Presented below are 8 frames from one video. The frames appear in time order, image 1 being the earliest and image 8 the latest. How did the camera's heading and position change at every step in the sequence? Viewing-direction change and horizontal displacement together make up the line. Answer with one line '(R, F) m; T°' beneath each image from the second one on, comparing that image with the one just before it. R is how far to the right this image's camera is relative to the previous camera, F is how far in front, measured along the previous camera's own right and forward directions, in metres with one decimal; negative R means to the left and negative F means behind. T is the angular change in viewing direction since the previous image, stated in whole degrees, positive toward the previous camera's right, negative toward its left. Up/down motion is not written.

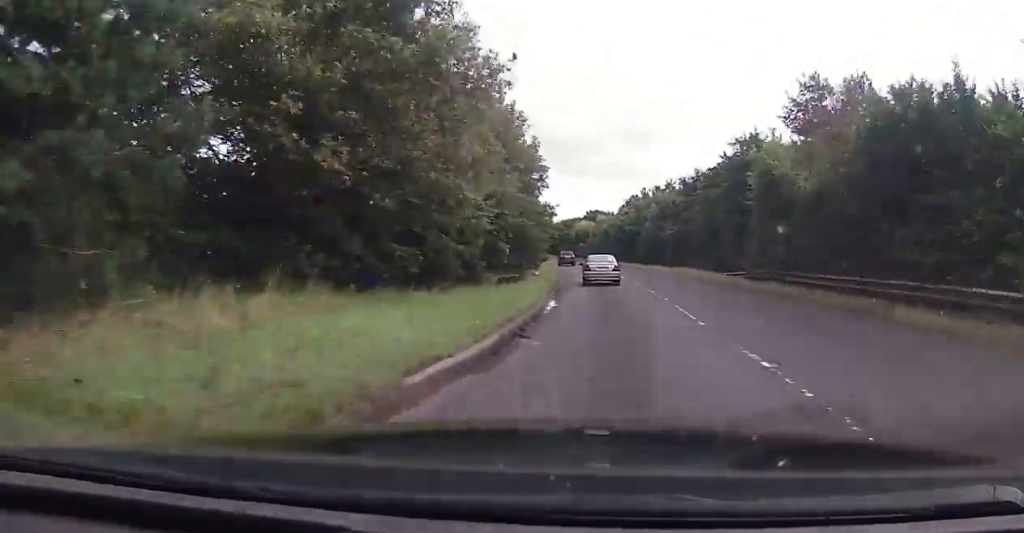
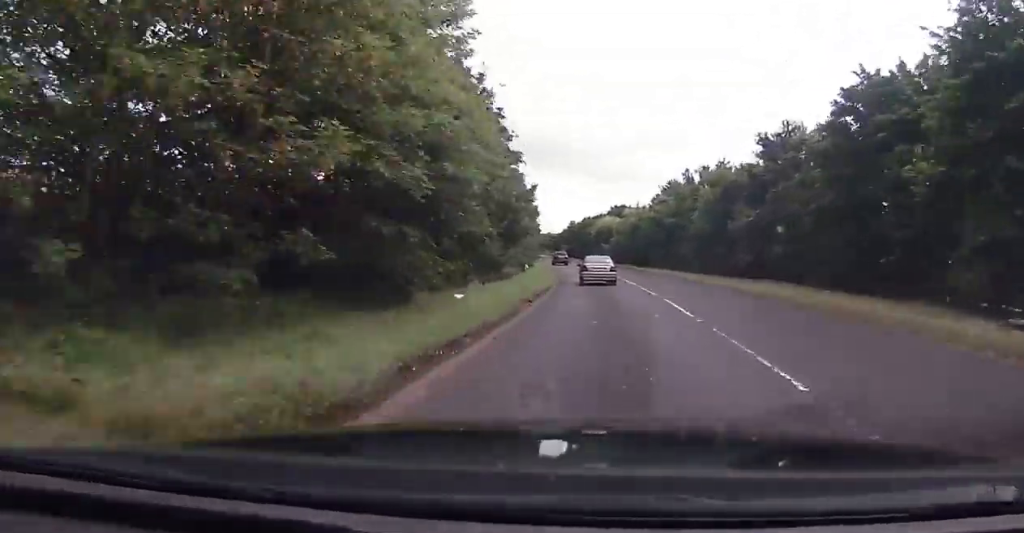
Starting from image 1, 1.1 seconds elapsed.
(-0.3, +24.4) m; -1°
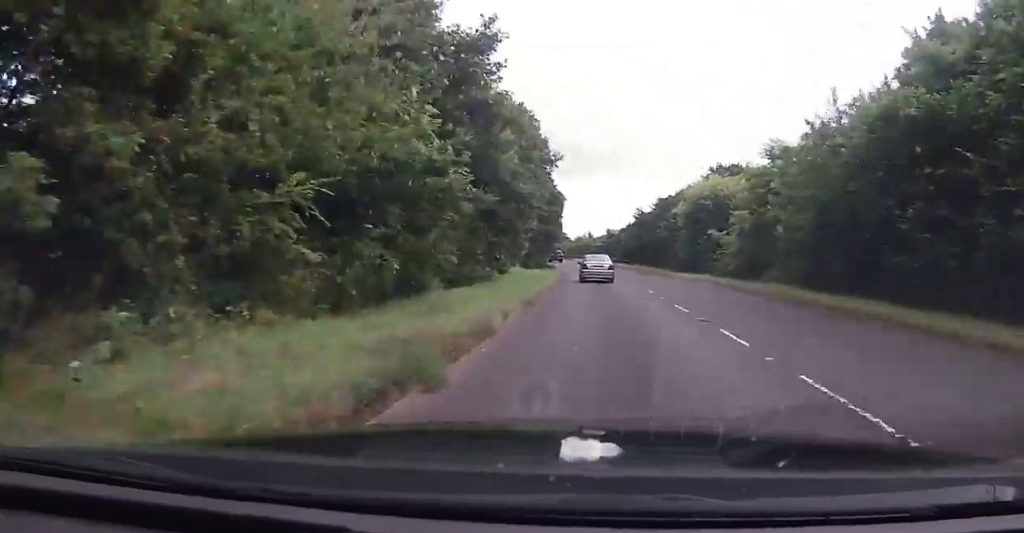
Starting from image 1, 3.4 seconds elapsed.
(-1.9, +54.4) m; -8°
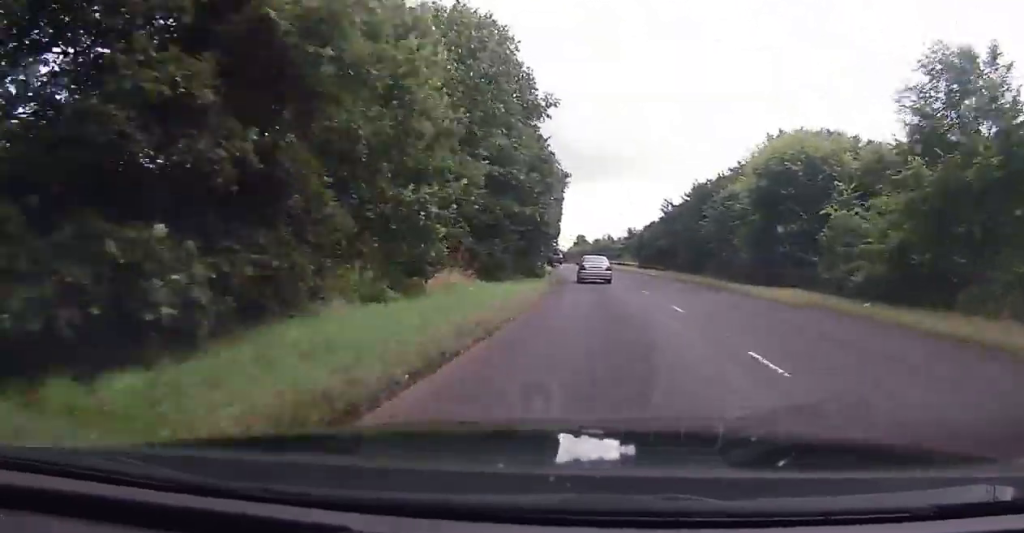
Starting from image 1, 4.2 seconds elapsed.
(-0.8, +17.6) m; -4°
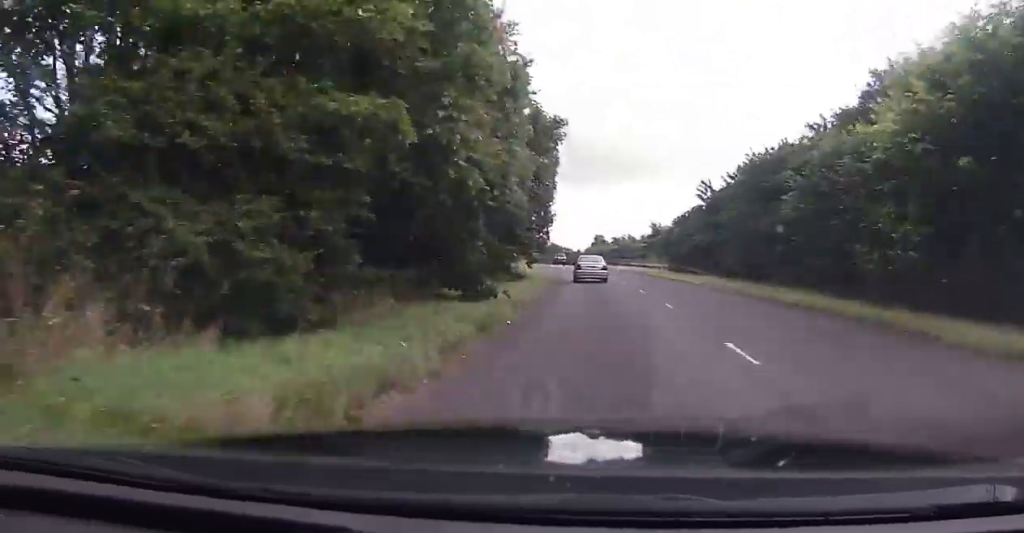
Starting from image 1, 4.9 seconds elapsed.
(-0.4, +16.7) m; -2°
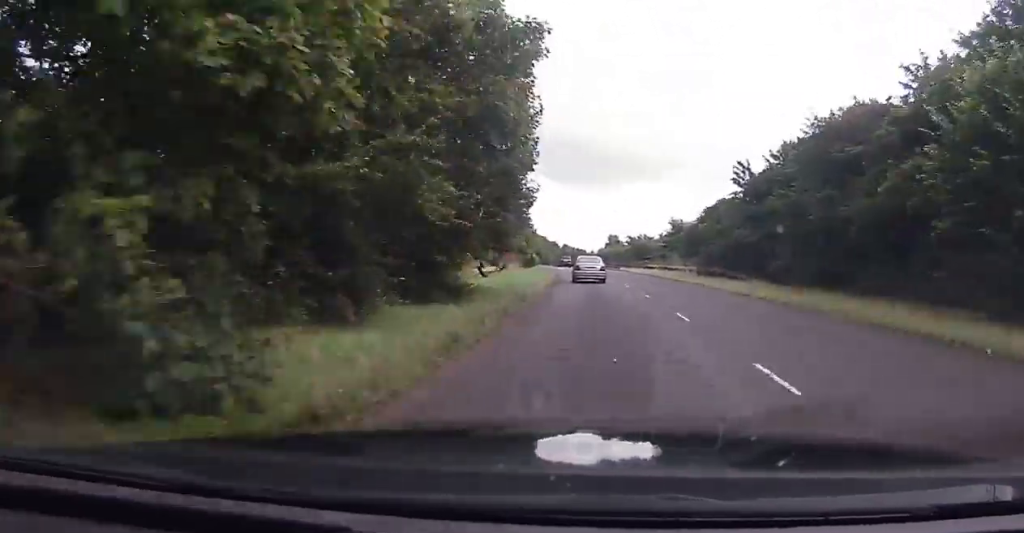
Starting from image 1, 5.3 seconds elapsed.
(0.0, +11.1) m; 0°
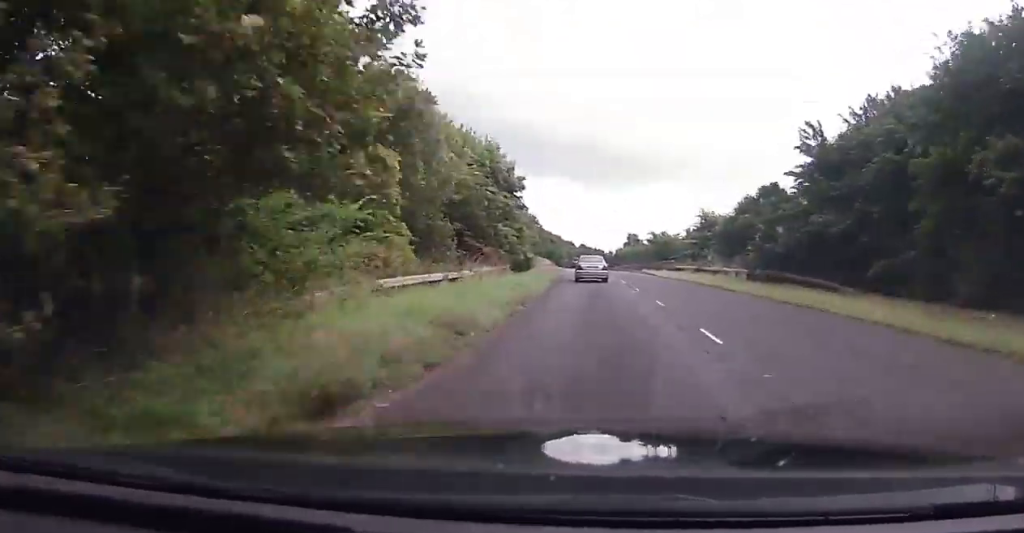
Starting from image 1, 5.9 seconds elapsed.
(0.0, +12.7) m; 0°
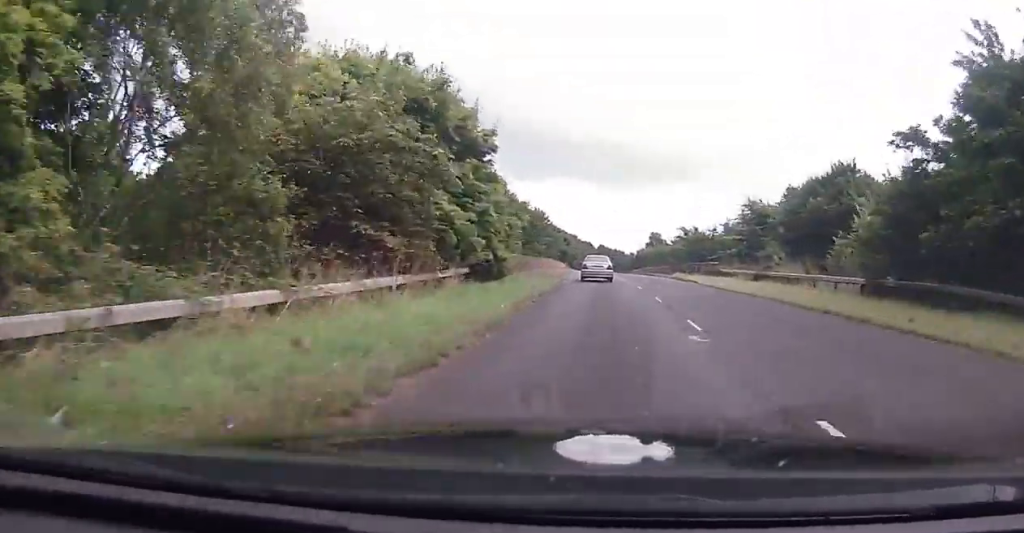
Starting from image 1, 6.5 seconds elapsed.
(0.0, +15.1) m; -1°
